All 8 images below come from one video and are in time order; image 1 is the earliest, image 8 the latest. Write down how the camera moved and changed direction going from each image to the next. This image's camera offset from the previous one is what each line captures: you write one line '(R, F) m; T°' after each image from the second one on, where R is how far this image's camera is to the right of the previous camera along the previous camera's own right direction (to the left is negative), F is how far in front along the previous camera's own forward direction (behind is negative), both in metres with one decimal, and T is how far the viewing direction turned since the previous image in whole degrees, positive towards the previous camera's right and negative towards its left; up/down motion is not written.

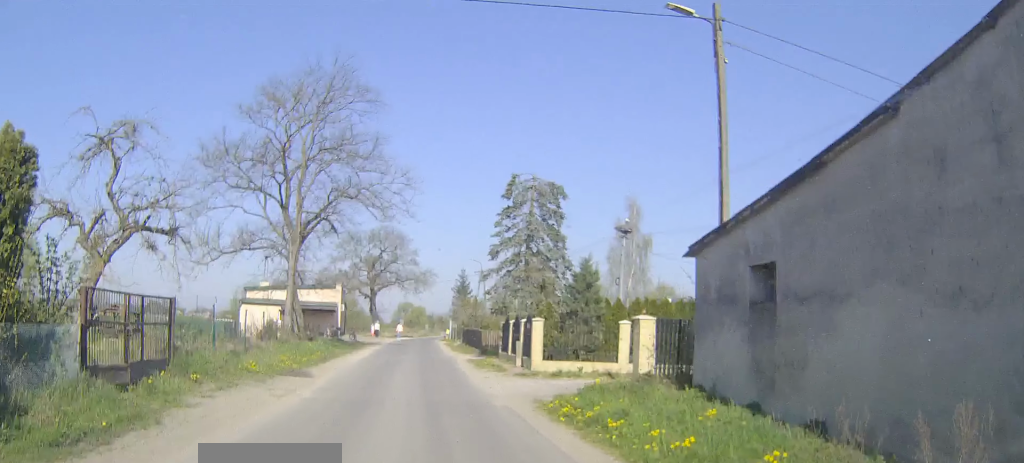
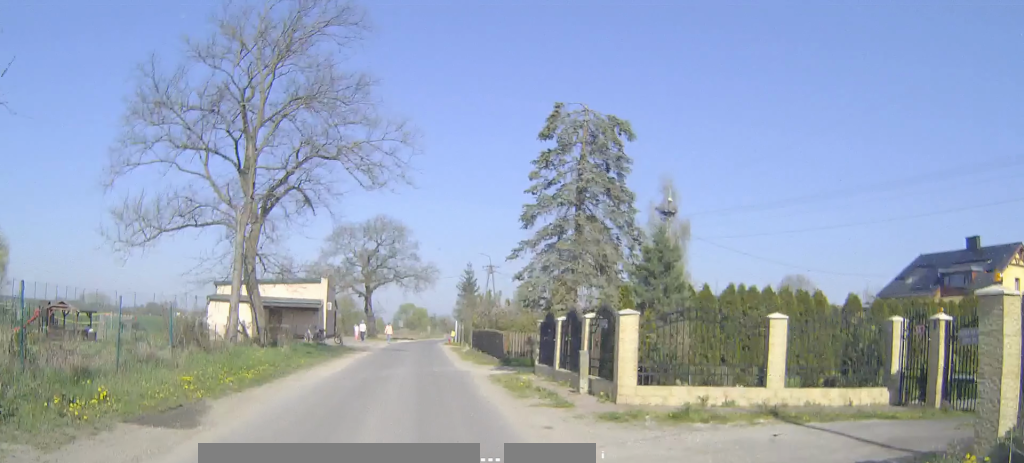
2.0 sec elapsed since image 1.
(0.0, +10.3) m; 0°
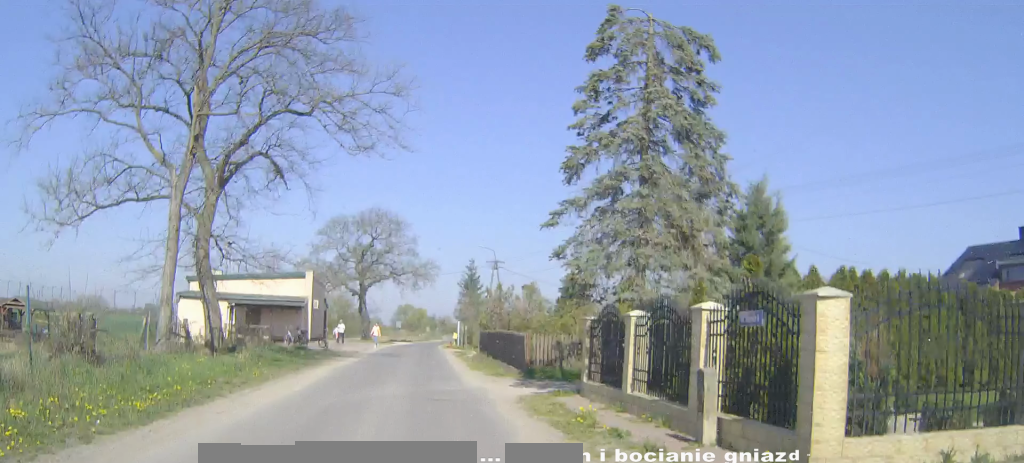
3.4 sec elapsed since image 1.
(-0.1, +6.7) m; 0°
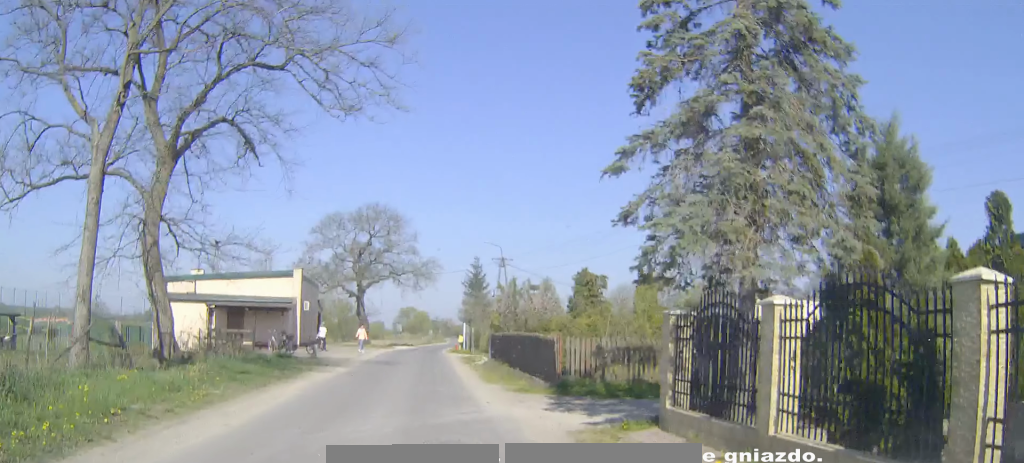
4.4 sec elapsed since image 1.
(0.0, +5.1) m; 0°
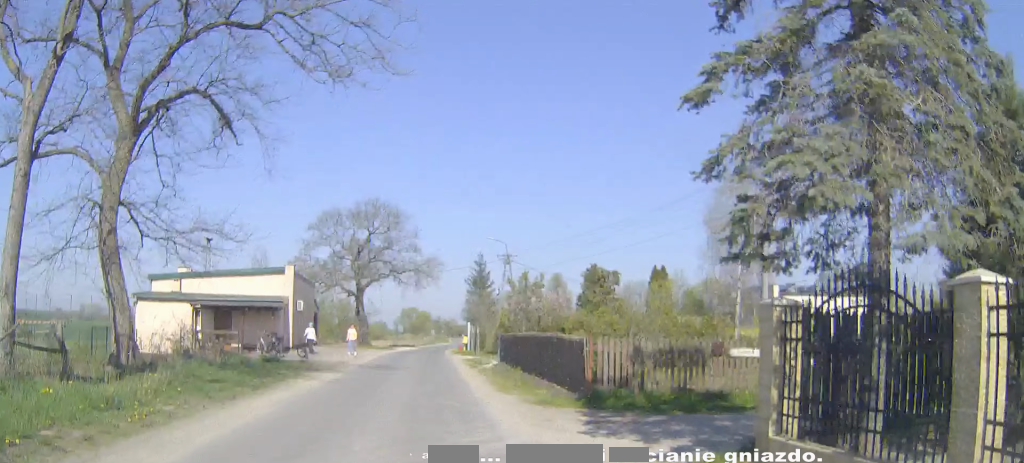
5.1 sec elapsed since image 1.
(0.0, +3.1) m; 0°
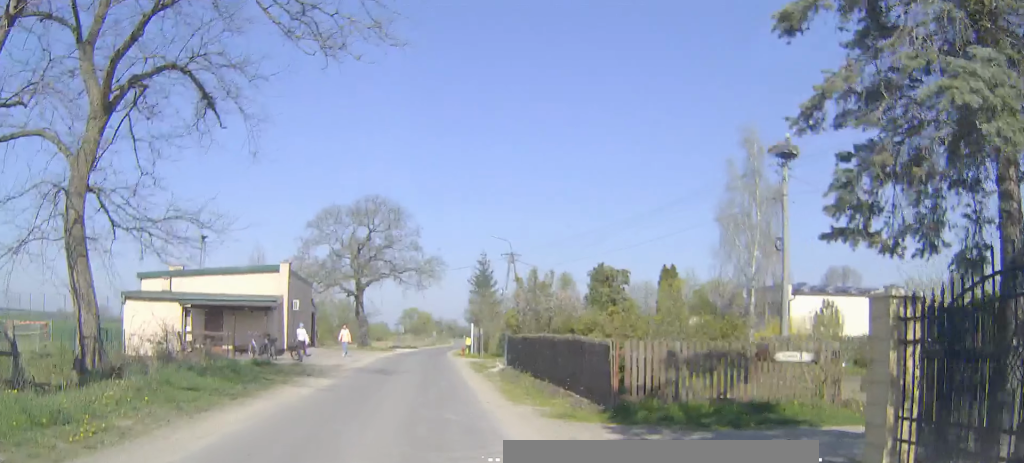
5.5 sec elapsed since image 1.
(0.0, +2.0) m; 0°
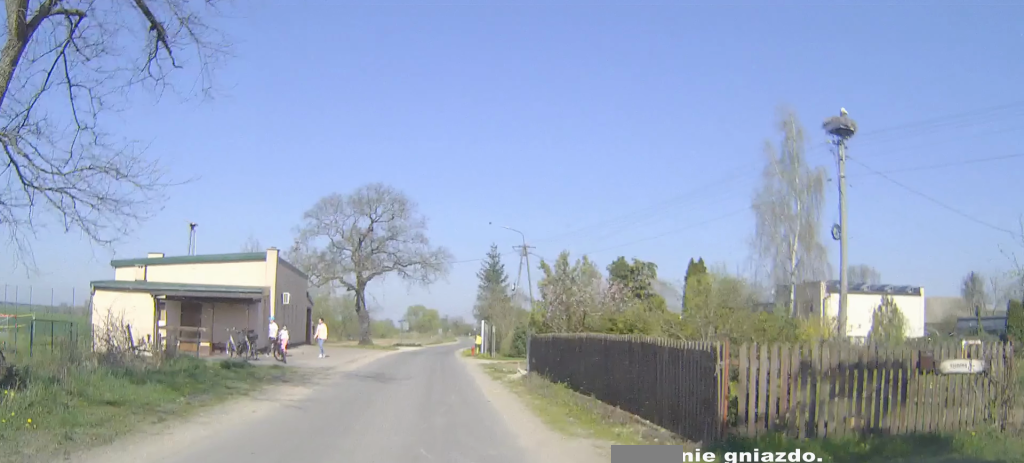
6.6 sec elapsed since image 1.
(0.0, +4.6) m; -1°
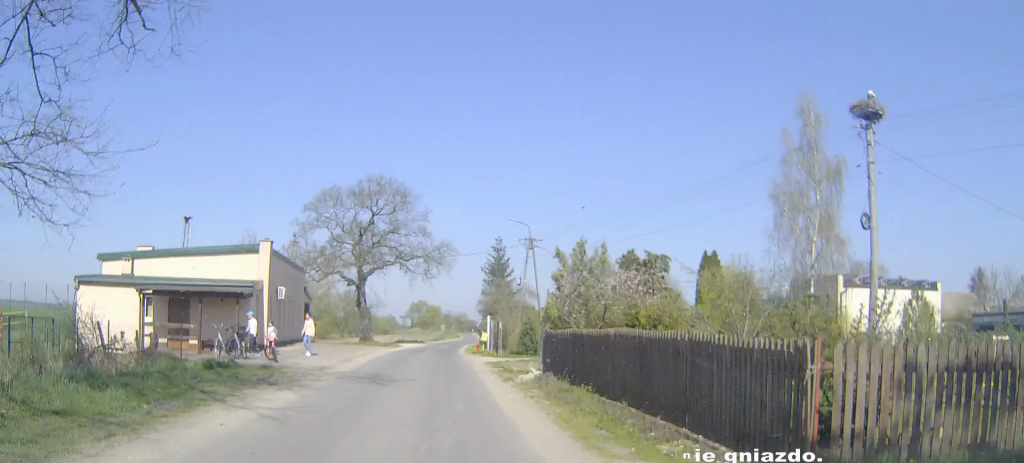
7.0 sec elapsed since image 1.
(0.0, +2.0) m; 0°
